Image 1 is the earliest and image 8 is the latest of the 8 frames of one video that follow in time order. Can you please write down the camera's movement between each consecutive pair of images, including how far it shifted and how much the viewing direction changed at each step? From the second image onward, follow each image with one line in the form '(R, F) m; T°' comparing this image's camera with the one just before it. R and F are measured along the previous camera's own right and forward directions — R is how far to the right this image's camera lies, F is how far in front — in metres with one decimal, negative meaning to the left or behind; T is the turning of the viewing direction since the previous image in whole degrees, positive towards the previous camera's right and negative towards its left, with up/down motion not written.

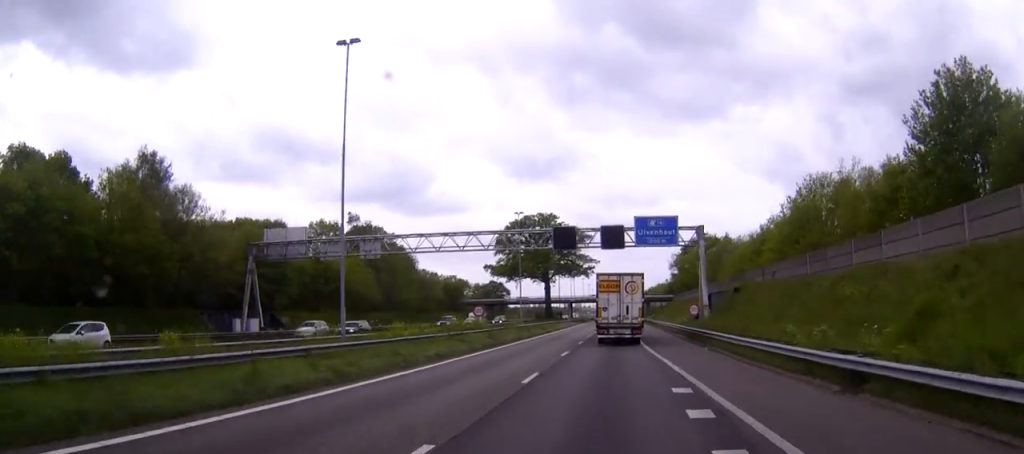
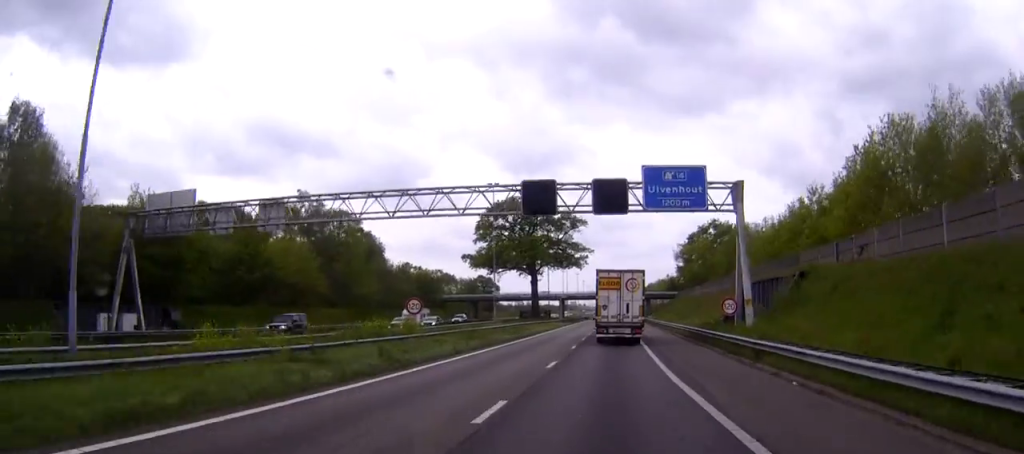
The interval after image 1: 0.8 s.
(0.0, +18.9) m; 0°
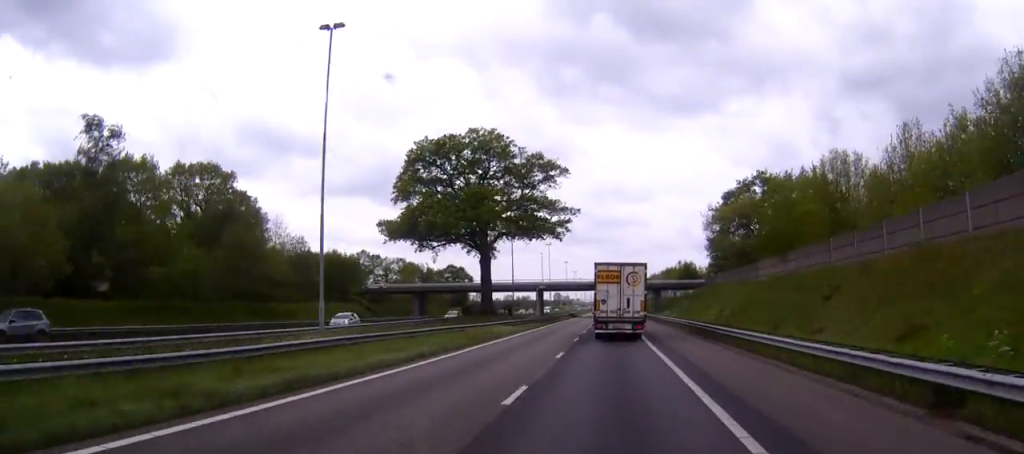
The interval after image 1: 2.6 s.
(+0.1, +46.5) m; 0°
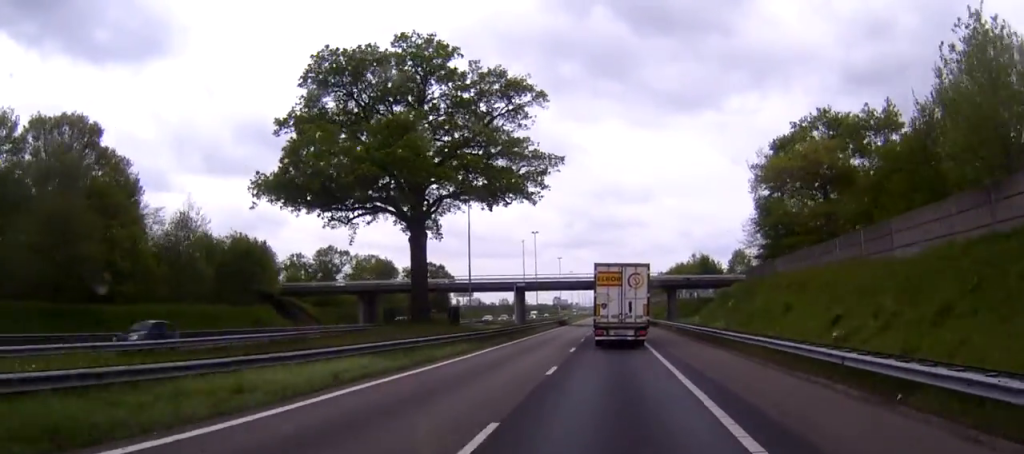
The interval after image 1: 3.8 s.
(0.0, +28.2) m; 0°
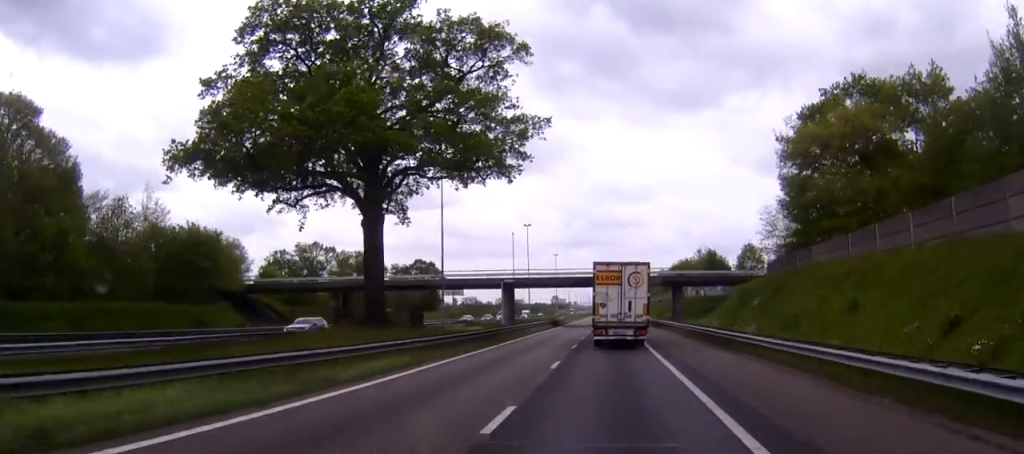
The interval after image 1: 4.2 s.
(0.0, +9.9) m; 0°
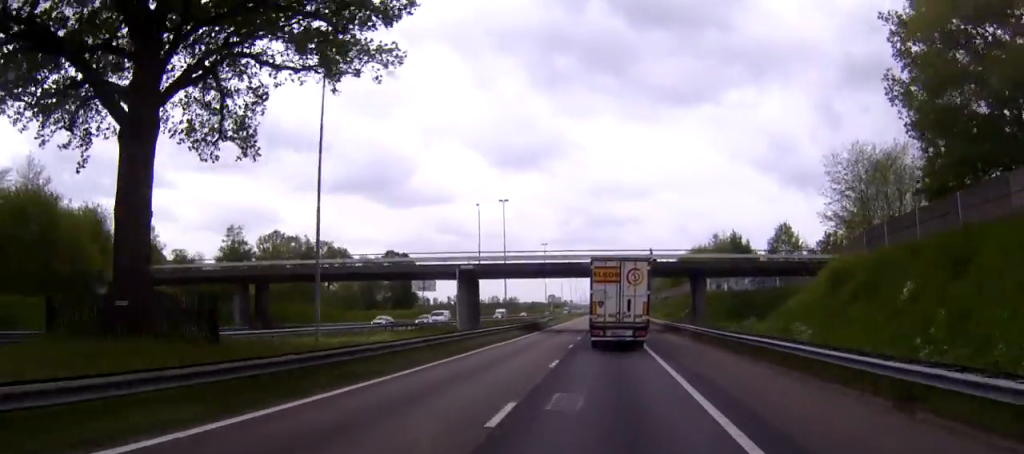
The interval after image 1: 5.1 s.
(0.0, +23.2) m; 0°
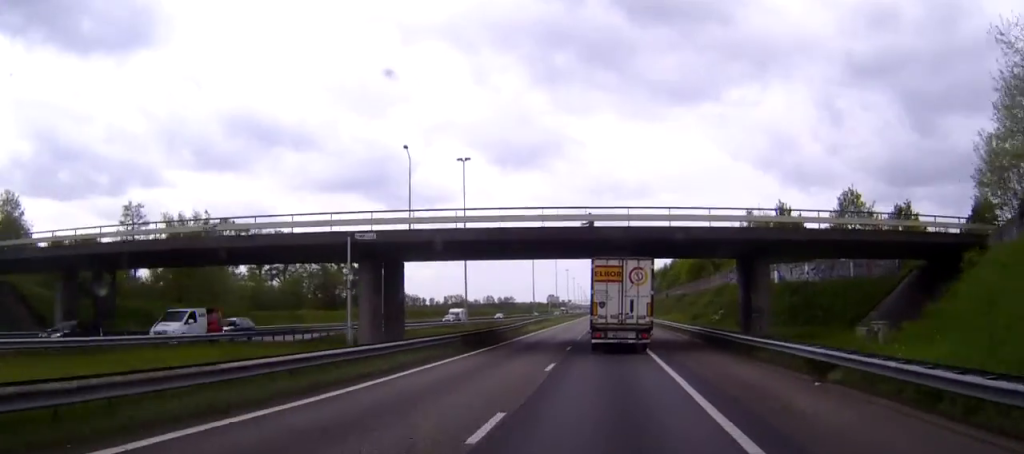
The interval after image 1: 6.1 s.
(0.0, +25.5) m; 0°
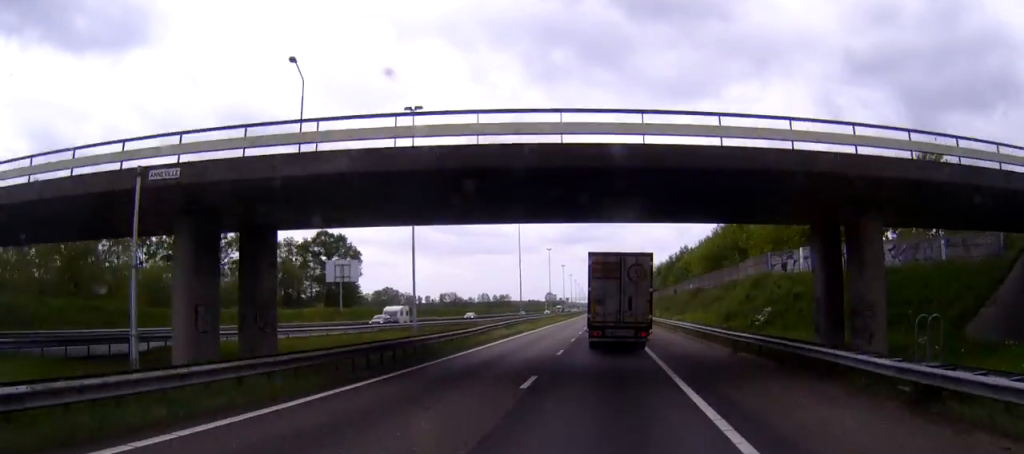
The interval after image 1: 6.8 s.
(+0.1, +17.1) m; 0°
